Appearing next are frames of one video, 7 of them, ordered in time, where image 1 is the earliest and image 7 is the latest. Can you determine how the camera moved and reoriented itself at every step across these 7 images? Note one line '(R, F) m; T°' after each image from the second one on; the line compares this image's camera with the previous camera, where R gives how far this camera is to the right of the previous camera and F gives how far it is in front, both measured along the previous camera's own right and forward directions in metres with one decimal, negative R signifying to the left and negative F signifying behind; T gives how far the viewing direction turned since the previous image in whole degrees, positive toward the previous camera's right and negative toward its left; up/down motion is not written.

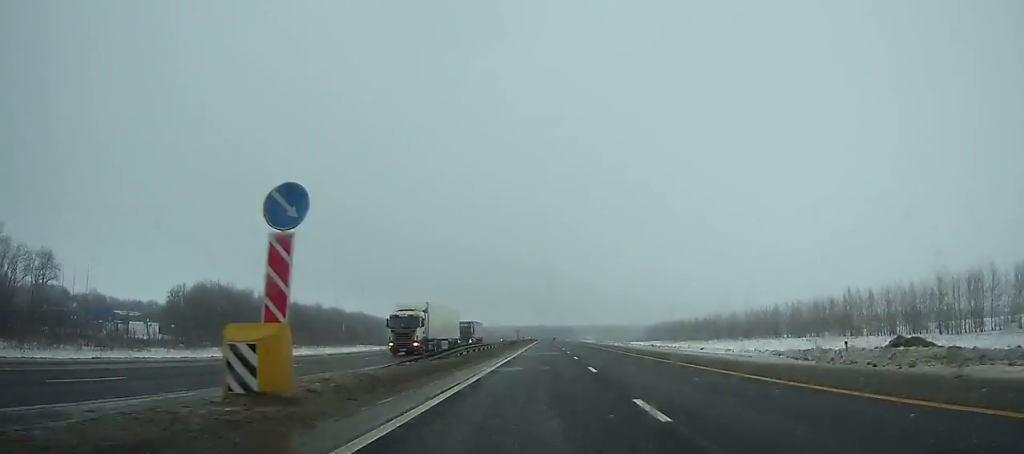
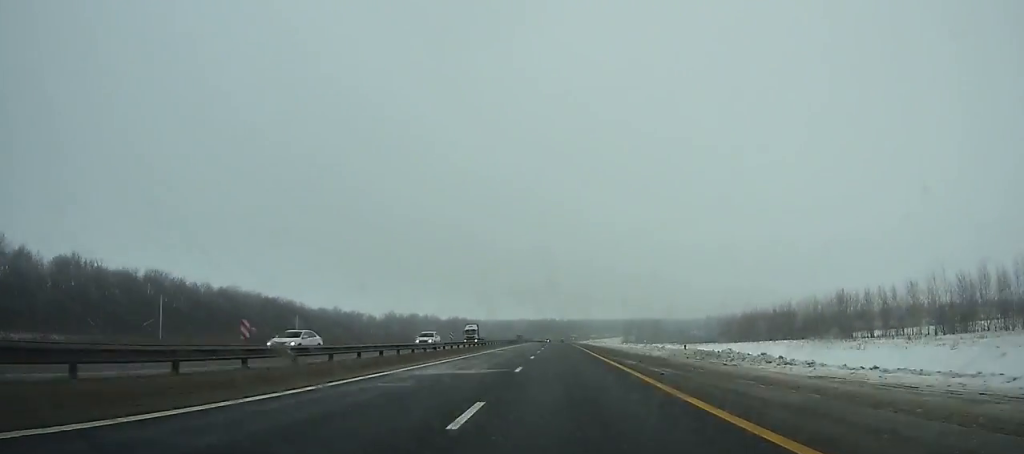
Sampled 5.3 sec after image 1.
(+0.2, +165.4) m; -1°
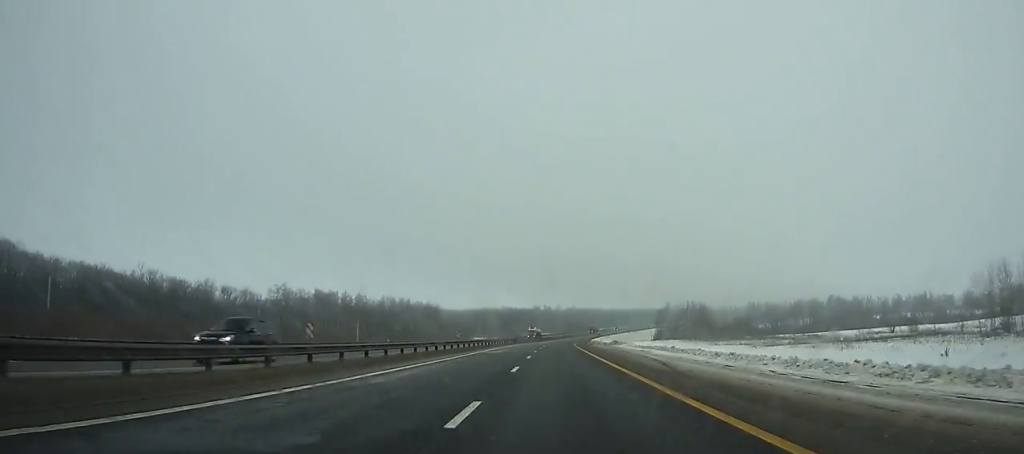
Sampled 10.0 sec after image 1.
(-0.5, +145.4) m; +1°
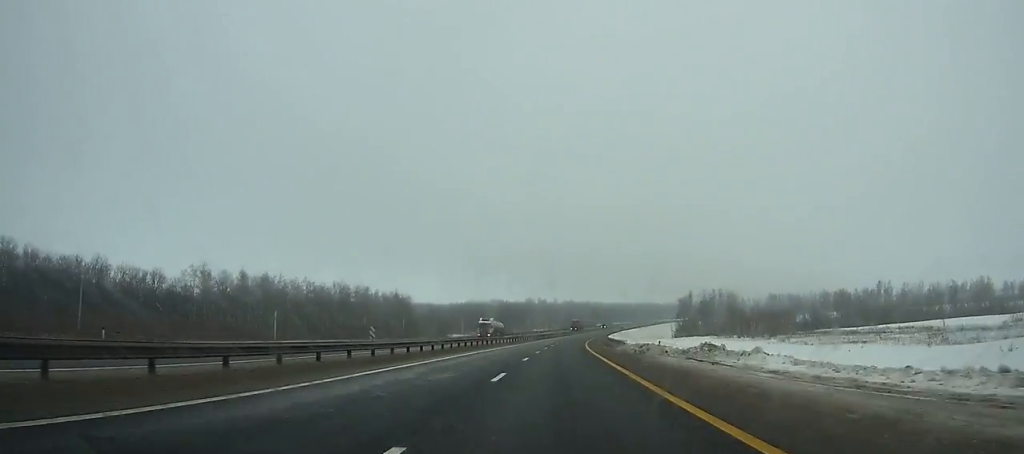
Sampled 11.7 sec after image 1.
(-0.3, +52.3) m; +1°
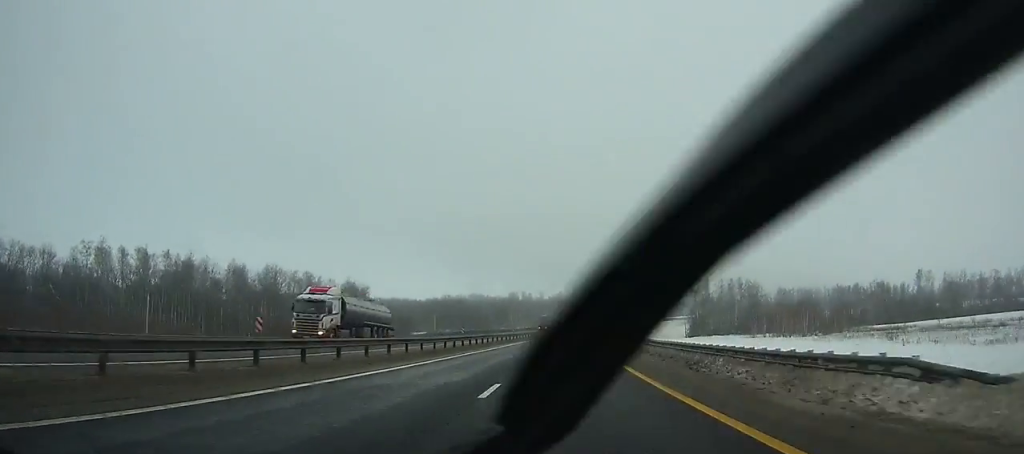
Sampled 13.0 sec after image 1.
(+0.8, +40.0) m; +2°
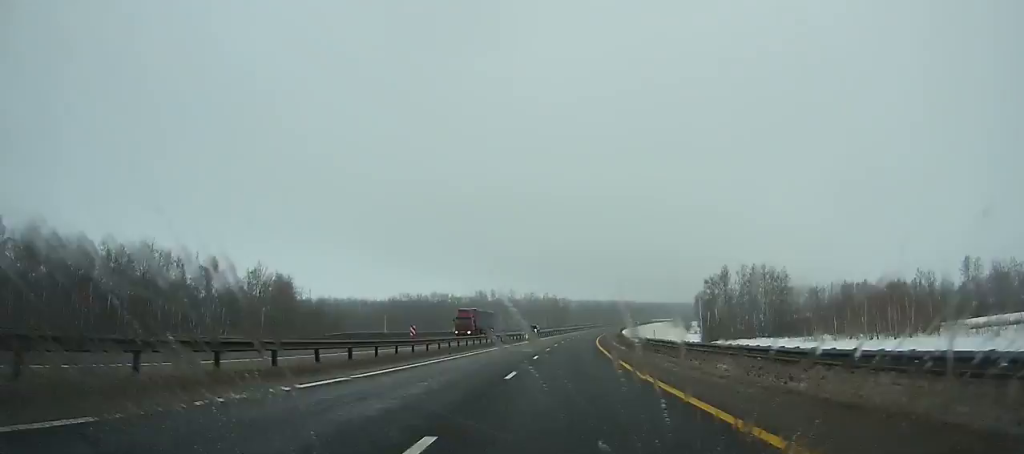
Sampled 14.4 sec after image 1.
(-0.6, +43.0) m; +2°
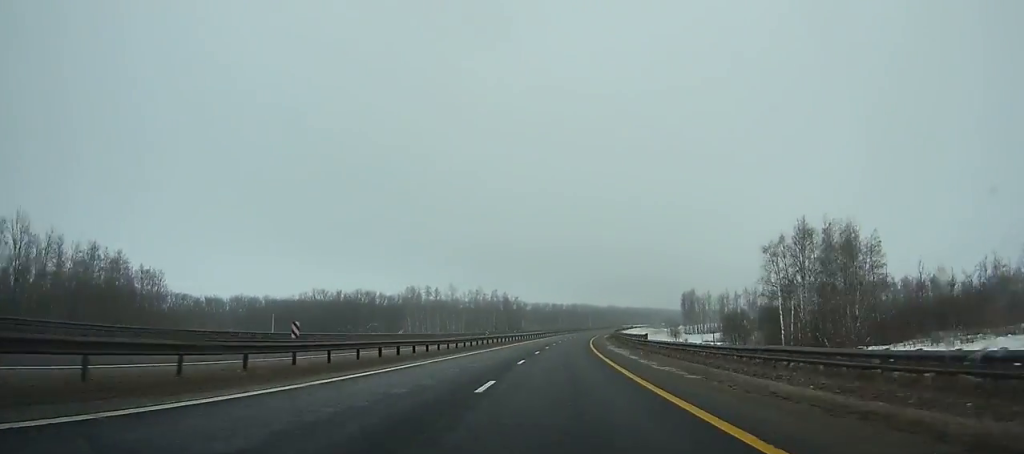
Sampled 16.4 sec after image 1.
(+3.0, +61.5) m; +4°
